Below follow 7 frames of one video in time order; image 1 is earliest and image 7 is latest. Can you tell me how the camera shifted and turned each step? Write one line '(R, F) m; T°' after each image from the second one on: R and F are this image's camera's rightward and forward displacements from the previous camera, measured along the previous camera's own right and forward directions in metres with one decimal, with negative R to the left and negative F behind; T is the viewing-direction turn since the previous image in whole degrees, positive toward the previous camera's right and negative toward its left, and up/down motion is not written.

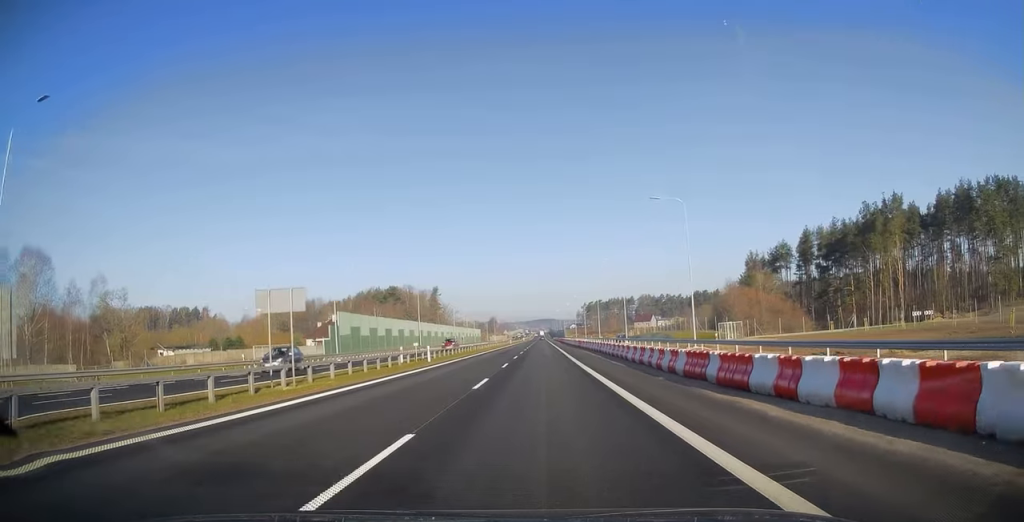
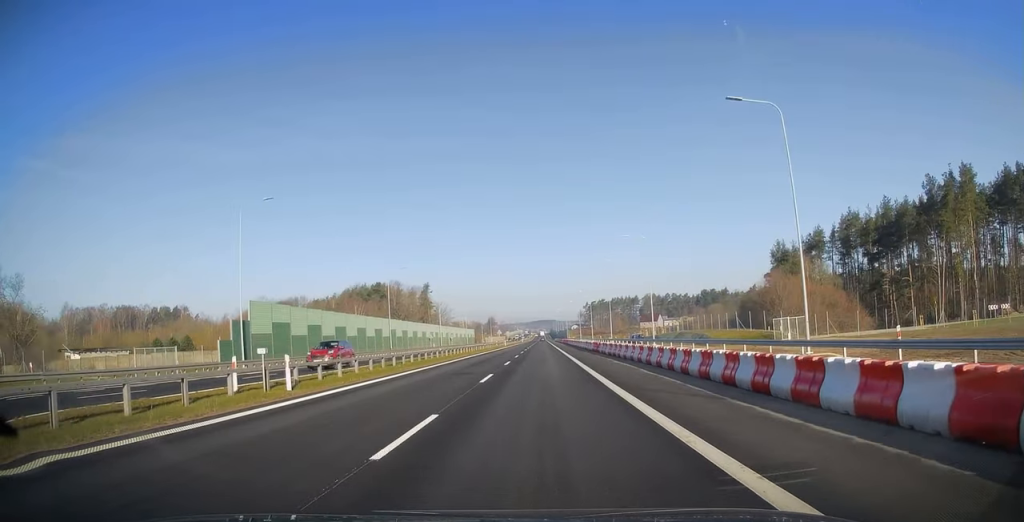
(-0.1, +21.5) m; -1°
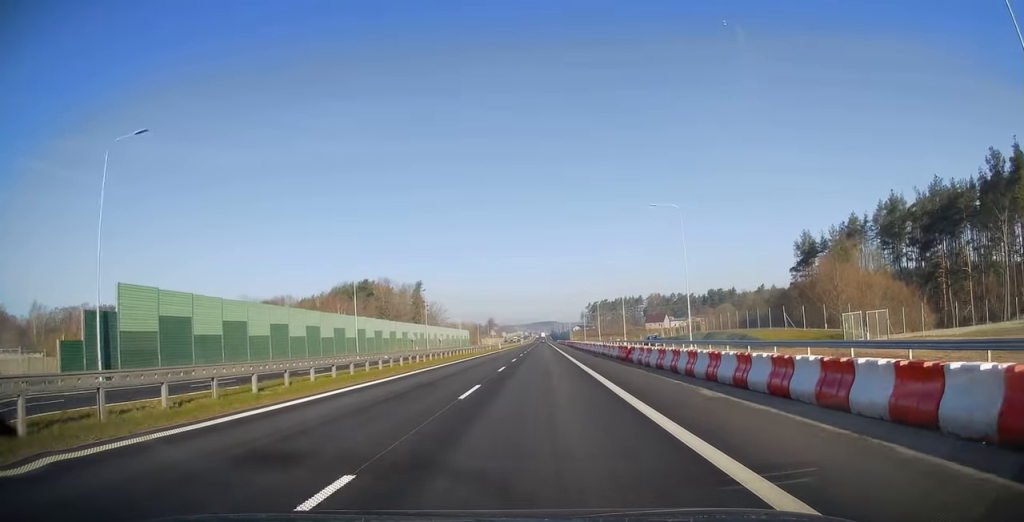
(-0.1, +16.6) m; 0°
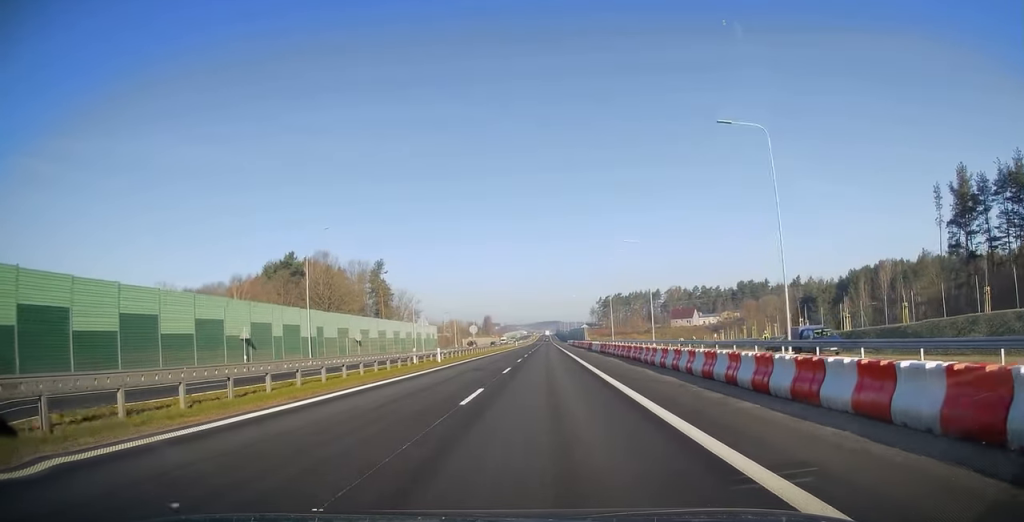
(+0.6, +60.5) m; +1°
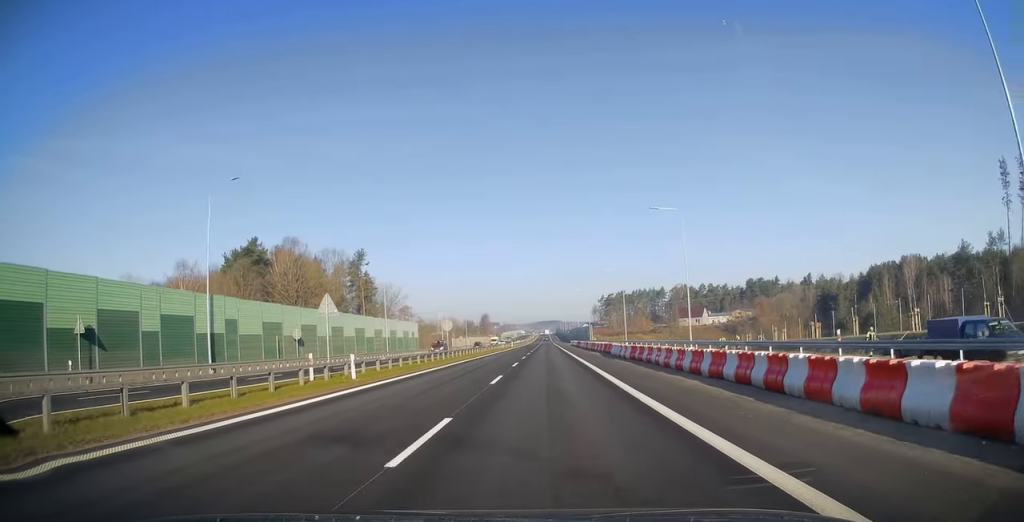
(-0.2, +18.0) m; 0°
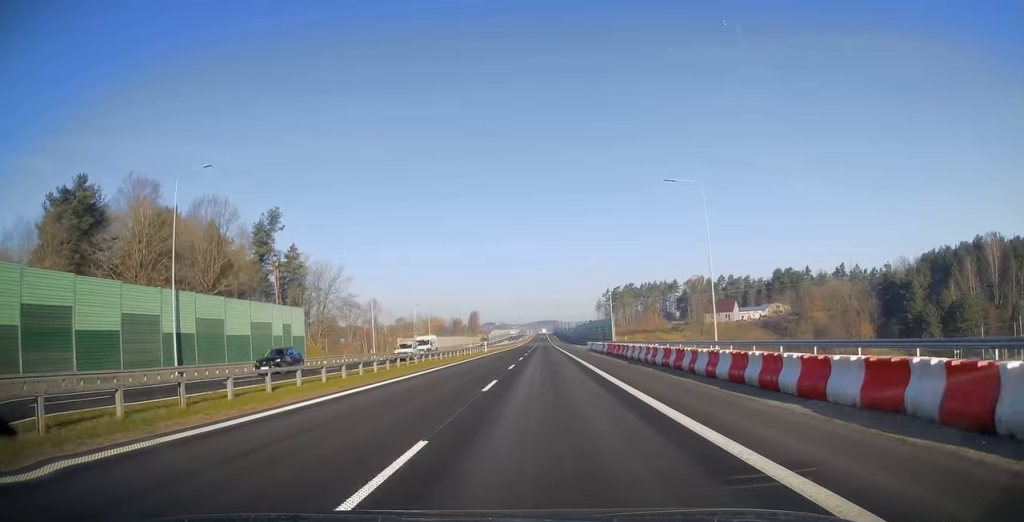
(-0.1, +49.6) m; 0°
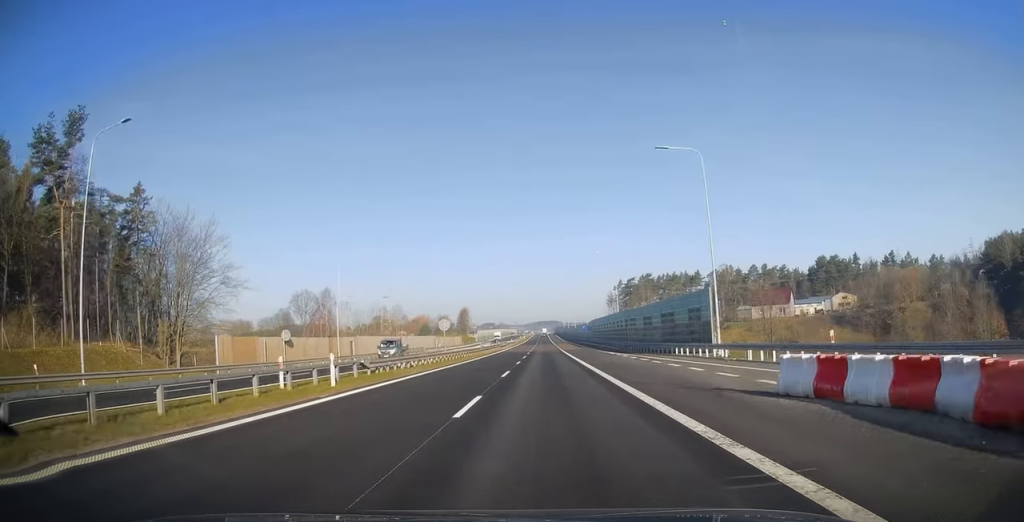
(+0.3, +52.6) m; 0°
